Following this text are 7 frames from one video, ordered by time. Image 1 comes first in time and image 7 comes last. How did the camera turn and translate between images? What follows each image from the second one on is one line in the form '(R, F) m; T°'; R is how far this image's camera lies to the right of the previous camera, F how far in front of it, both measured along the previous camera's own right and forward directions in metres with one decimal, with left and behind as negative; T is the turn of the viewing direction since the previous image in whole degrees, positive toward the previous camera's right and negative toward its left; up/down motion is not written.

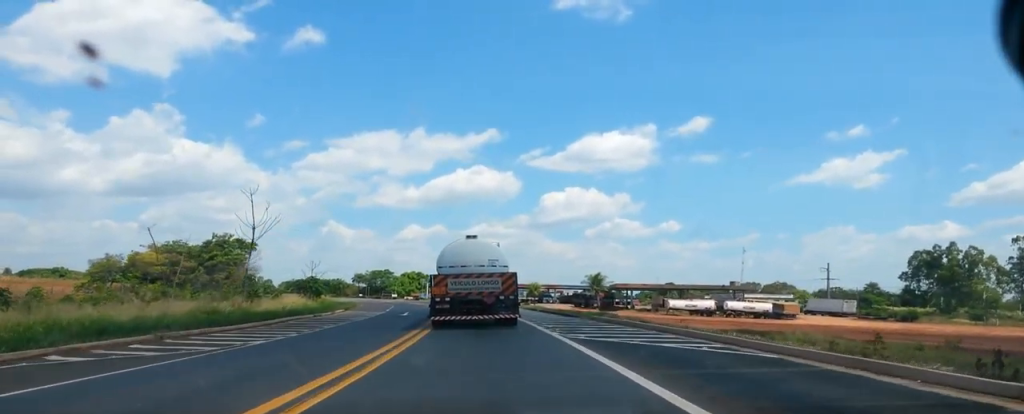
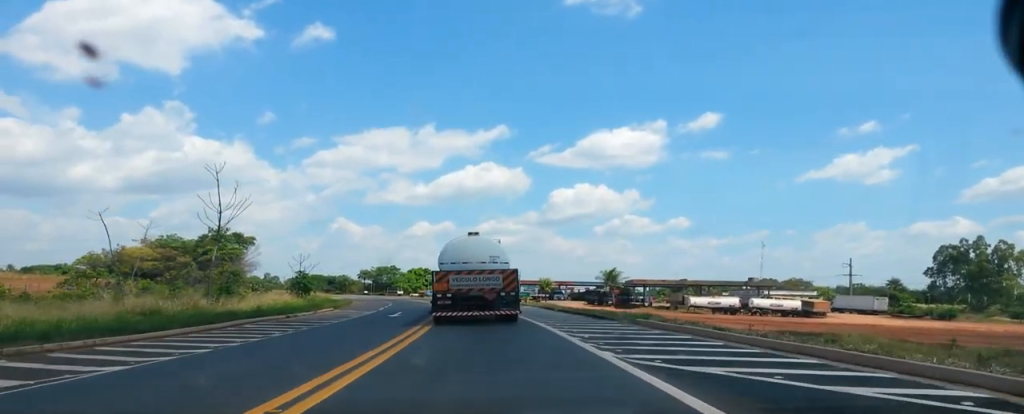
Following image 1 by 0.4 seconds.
(0.0, +7.5) m; 0°
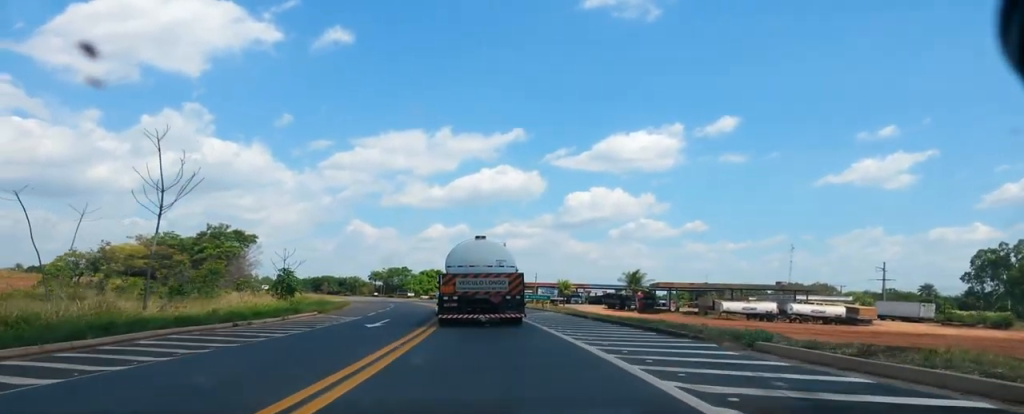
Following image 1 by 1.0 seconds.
(0.0, +9.1) m; -1°
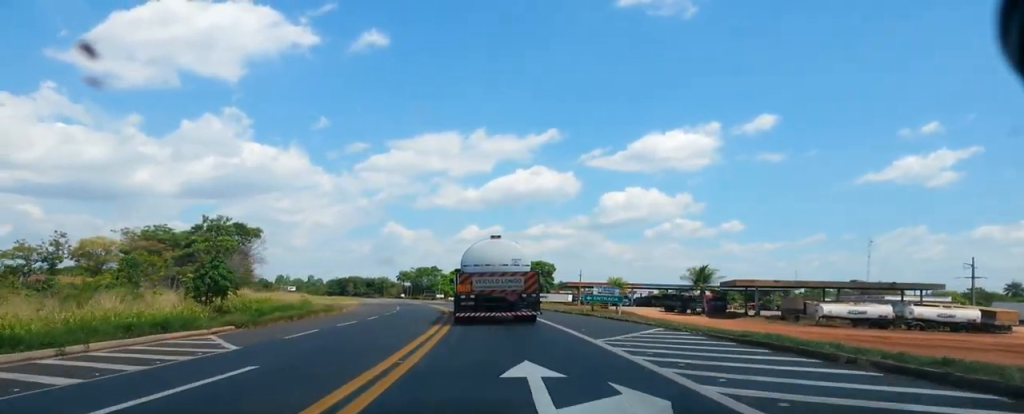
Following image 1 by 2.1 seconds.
(-0.3, +19.9) m; -1°
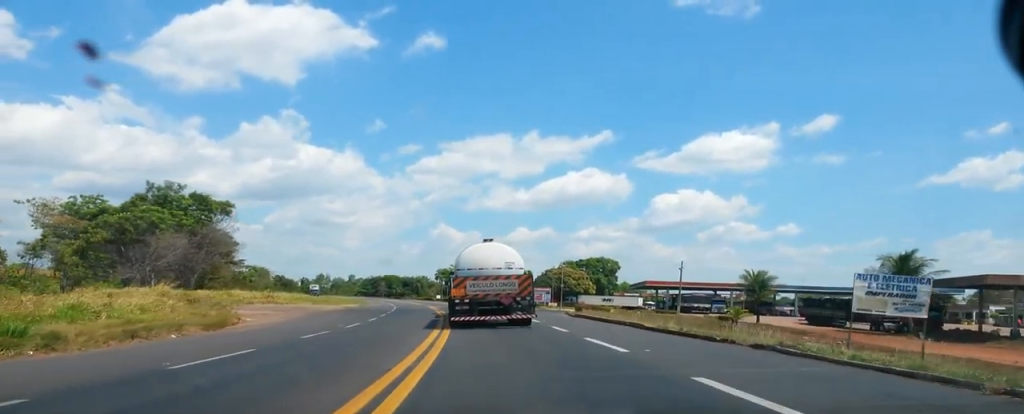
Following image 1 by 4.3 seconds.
(-2.4, +36.2) m; -9°
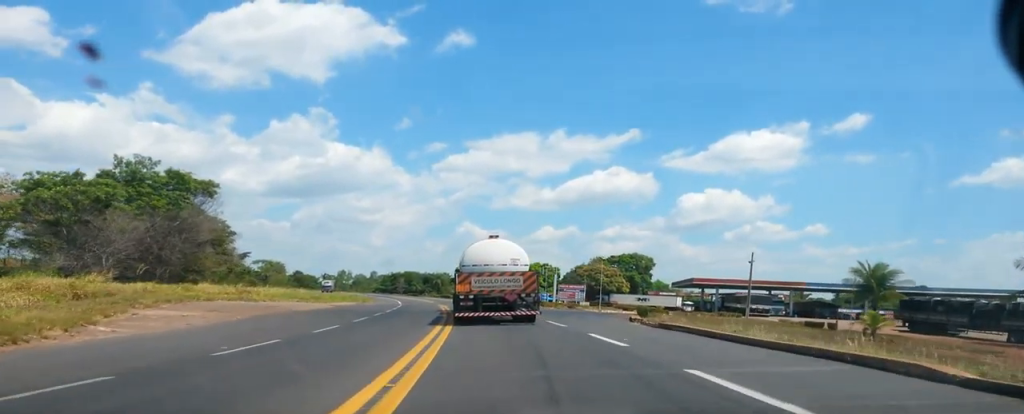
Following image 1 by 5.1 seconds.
(-0.2, +14.7) m; 0°
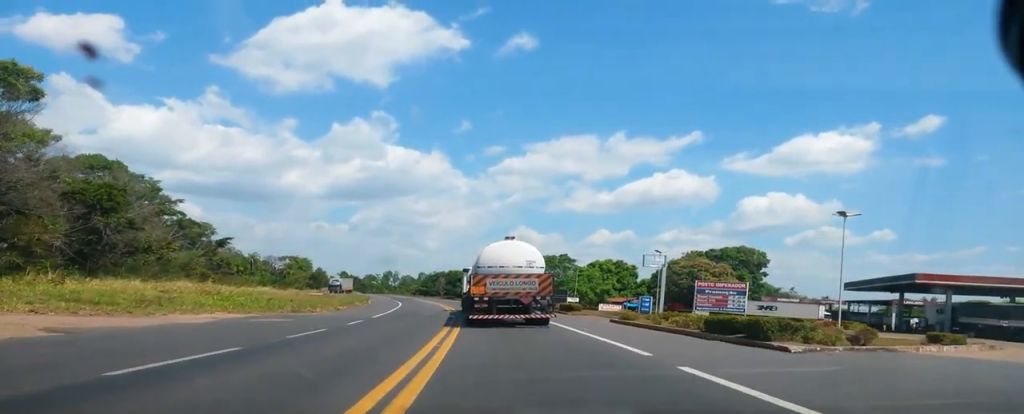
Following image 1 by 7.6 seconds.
(-1.8, +46.5) m; -5°
